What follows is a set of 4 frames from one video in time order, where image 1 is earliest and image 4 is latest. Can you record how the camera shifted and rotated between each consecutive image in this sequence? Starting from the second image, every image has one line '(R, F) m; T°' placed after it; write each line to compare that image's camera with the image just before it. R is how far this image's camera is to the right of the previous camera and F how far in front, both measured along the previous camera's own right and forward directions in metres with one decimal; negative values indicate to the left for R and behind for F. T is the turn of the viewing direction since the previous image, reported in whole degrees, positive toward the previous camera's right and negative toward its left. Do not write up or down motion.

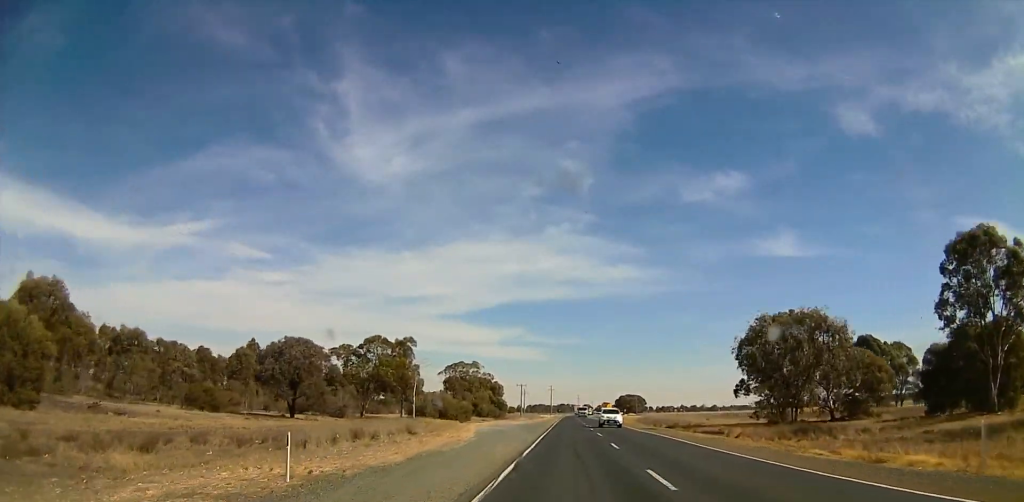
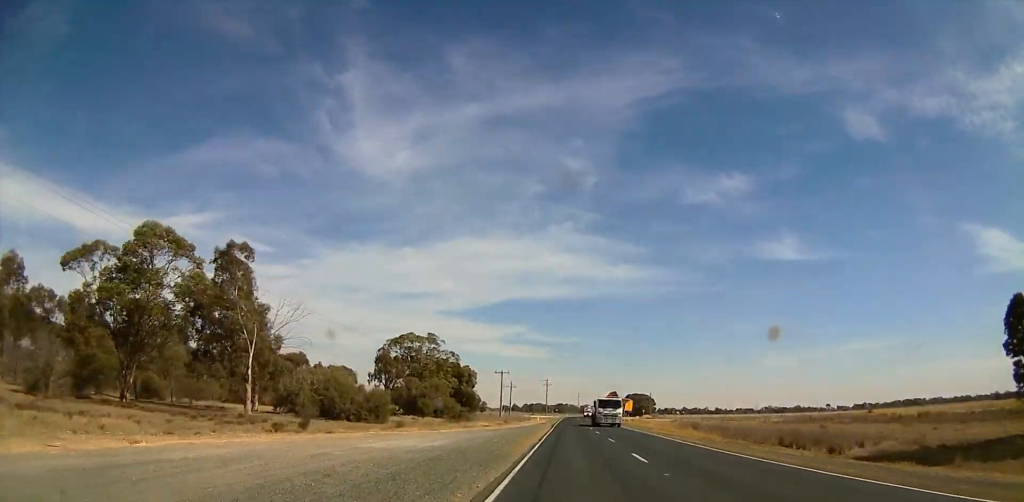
(0.0, +61.2) m; 0°
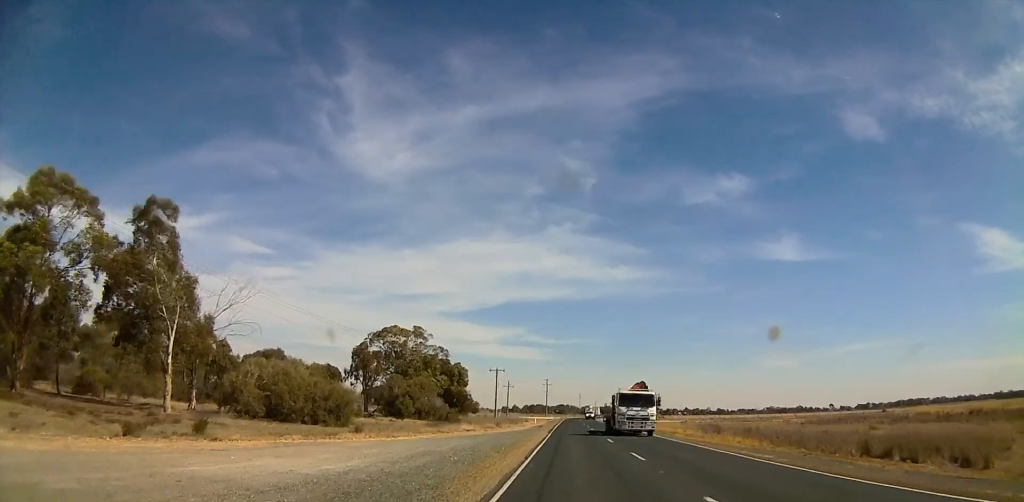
(0.0, +12.5) m; 0°
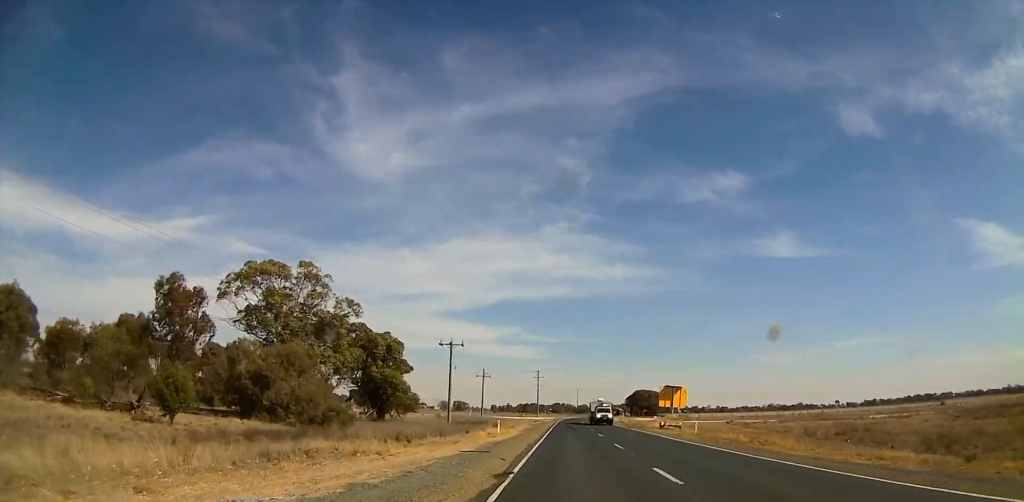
(0.0, +47.2) m; 0°
